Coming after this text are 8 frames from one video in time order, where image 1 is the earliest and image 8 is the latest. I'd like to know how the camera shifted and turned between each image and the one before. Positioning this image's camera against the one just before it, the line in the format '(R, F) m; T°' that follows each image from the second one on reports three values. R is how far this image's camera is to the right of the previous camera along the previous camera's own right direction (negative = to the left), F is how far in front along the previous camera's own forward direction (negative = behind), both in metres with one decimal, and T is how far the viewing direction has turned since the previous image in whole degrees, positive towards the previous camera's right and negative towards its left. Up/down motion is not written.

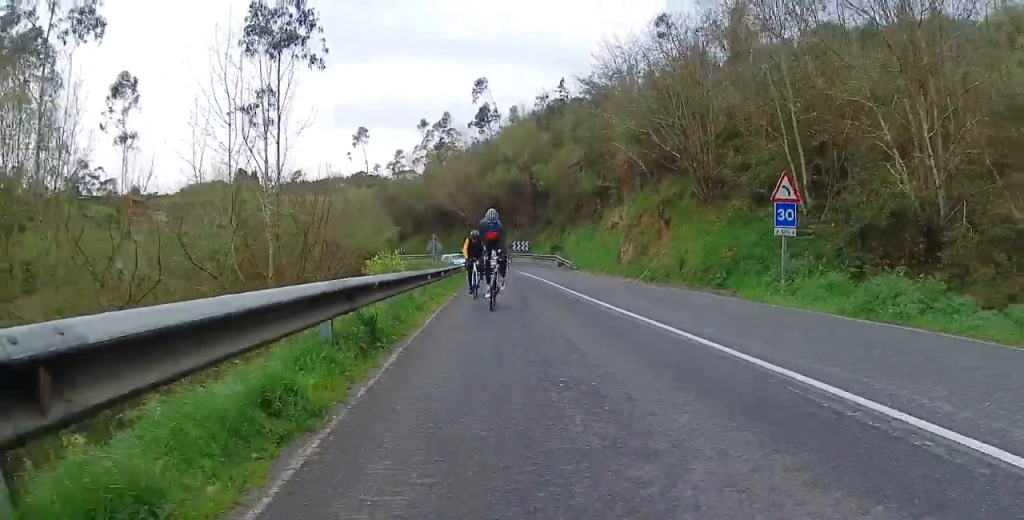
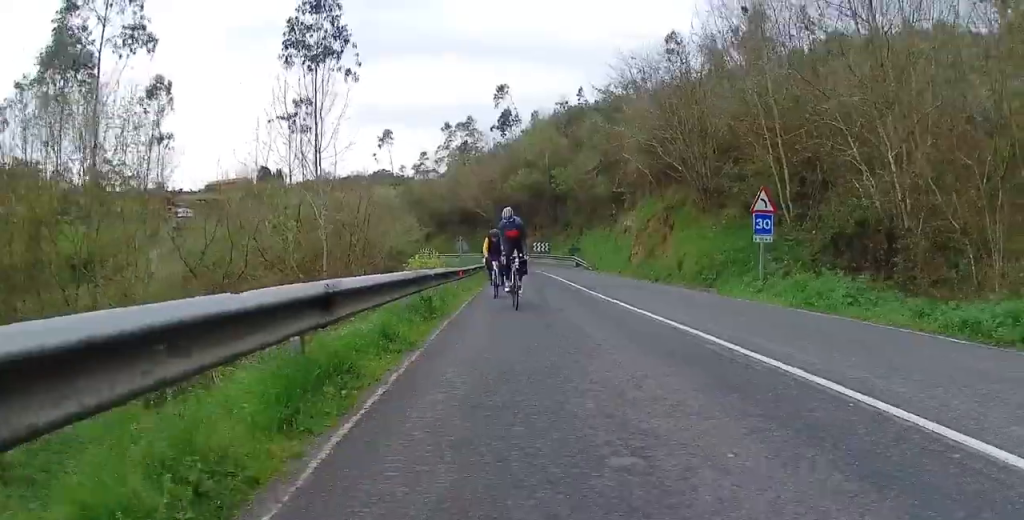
(-0.1, +2.5) m; -1°
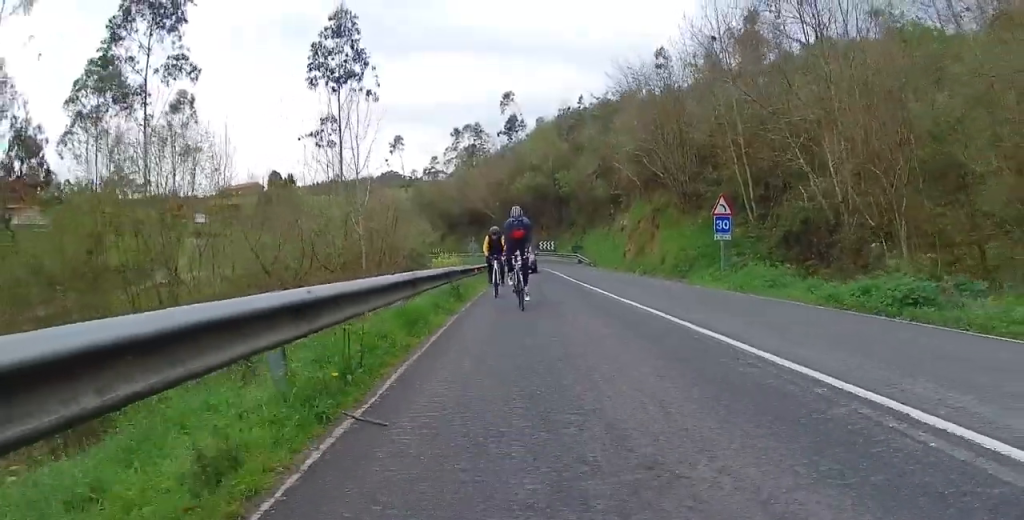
(+0.1, +3.9) m; +1°
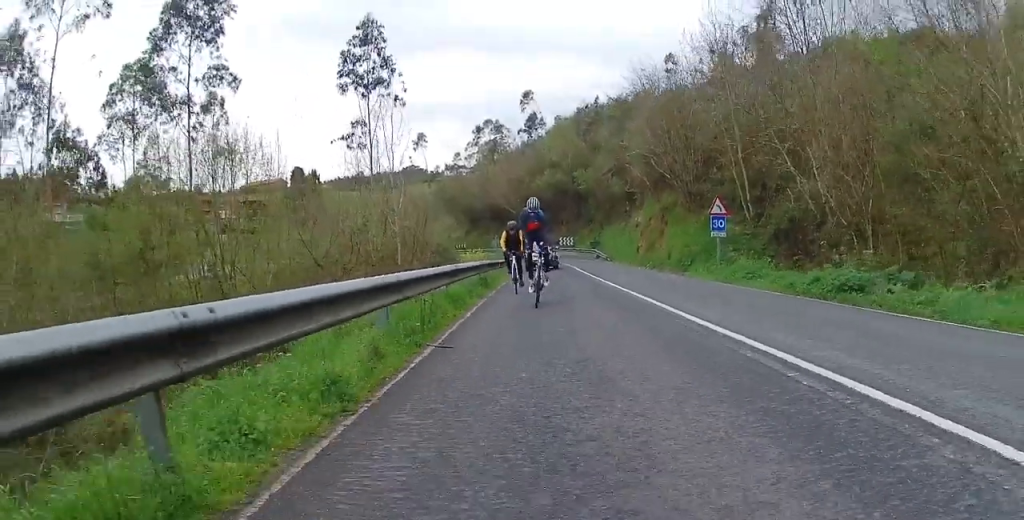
(0.0, +2.7) m; -1°
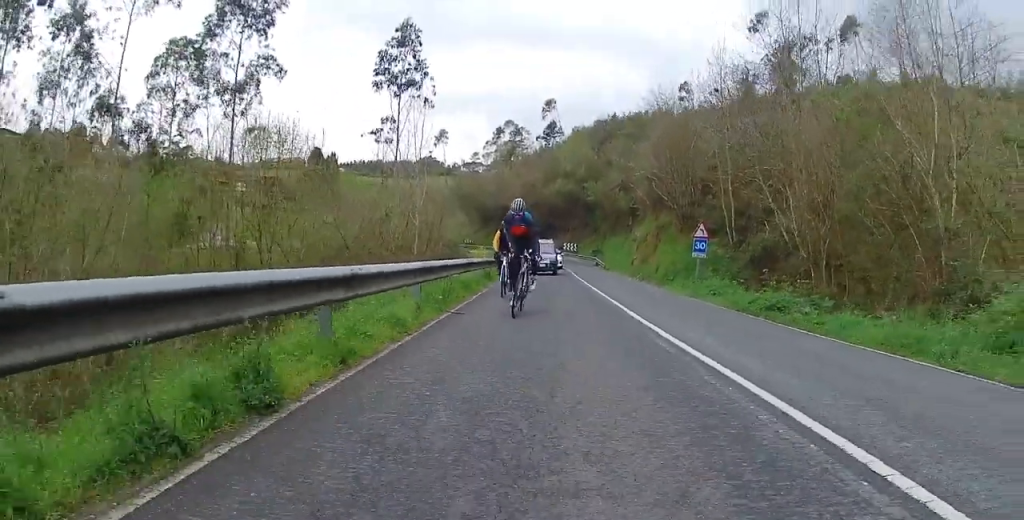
(0.0, +3.3) m; -1°
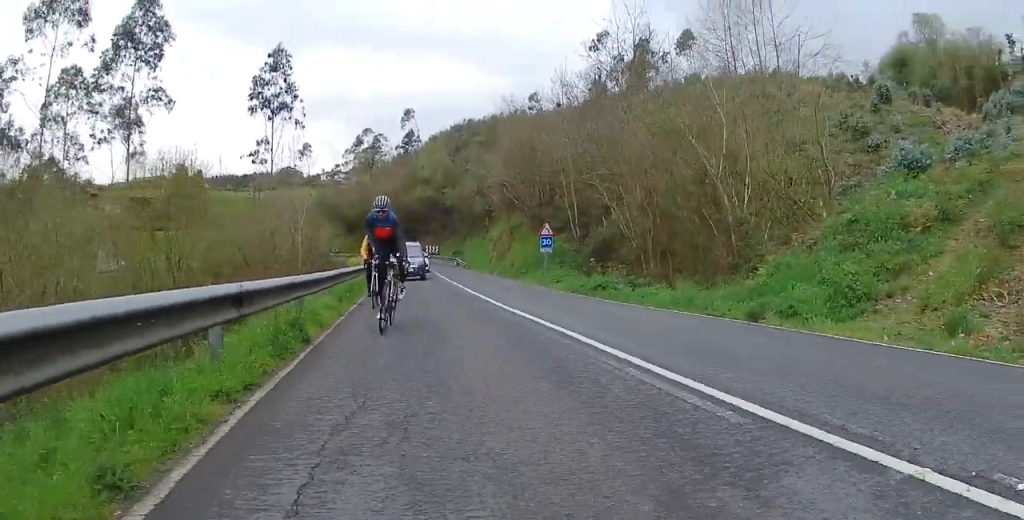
(0.0, +3.9) m; +2°
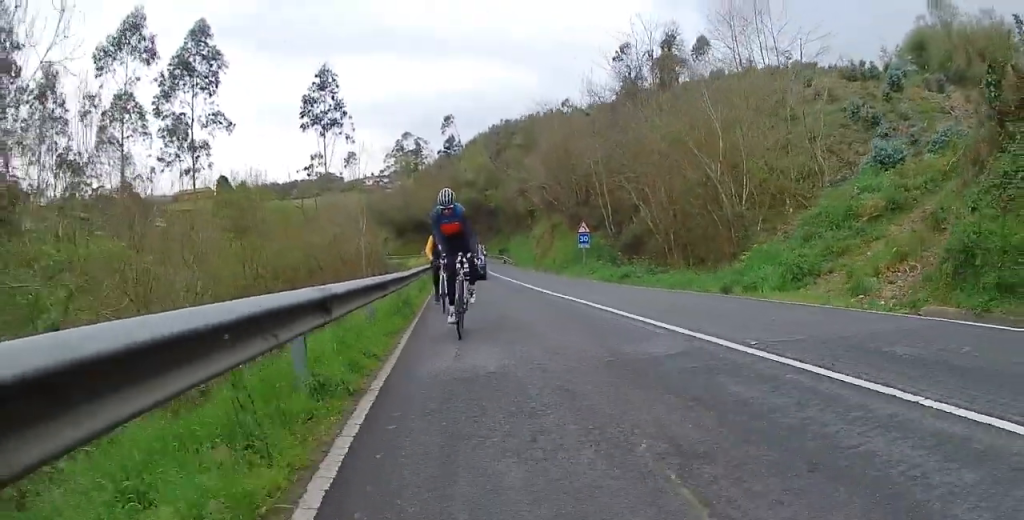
(+0.2, +3.3) m; +5°
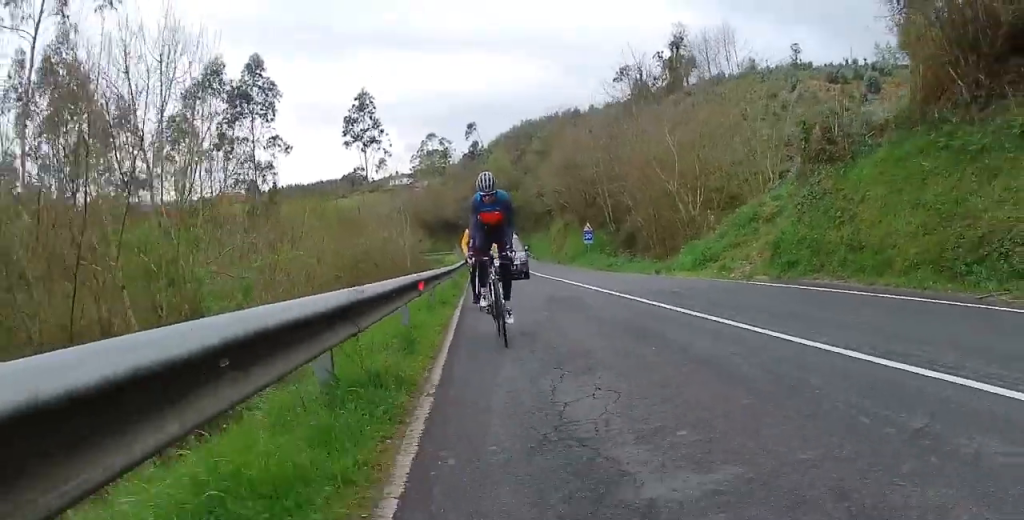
(+0.1, +6.9) m; -1°
